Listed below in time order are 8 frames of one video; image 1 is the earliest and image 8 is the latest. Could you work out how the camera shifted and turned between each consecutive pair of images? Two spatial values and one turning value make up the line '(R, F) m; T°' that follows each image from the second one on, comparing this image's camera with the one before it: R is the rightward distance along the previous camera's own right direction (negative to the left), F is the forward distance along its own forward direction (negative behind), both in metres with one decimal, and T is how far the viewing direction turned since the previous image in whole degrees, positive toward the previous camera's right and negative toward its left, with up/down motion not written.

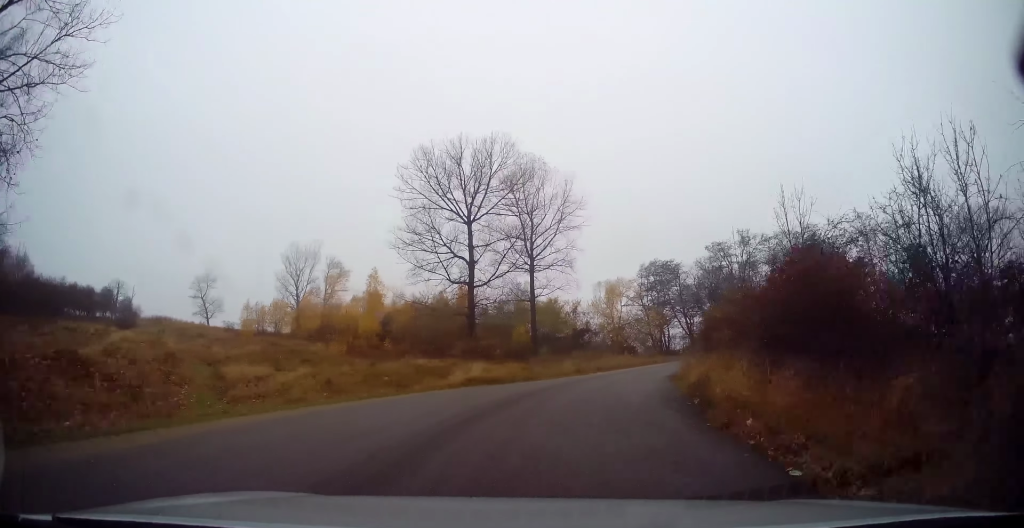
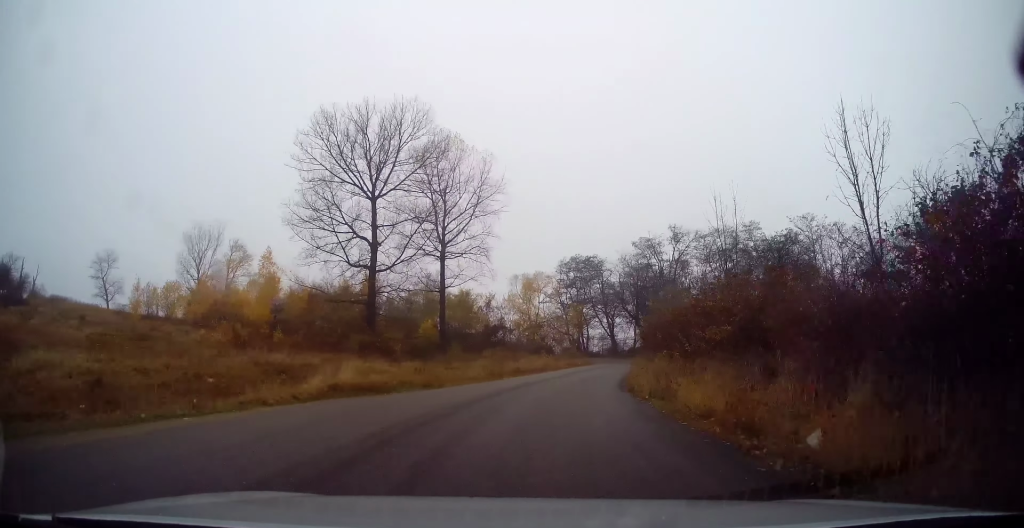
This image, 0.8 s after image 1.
(+0.6, +6.9) m; +9°
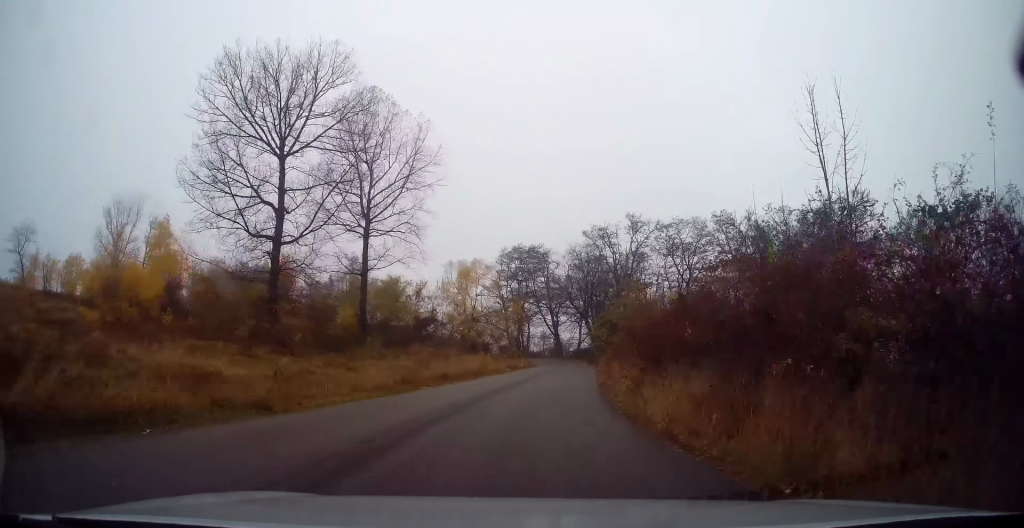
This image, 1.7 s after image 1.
(+0.6, +9.1) m; +10°
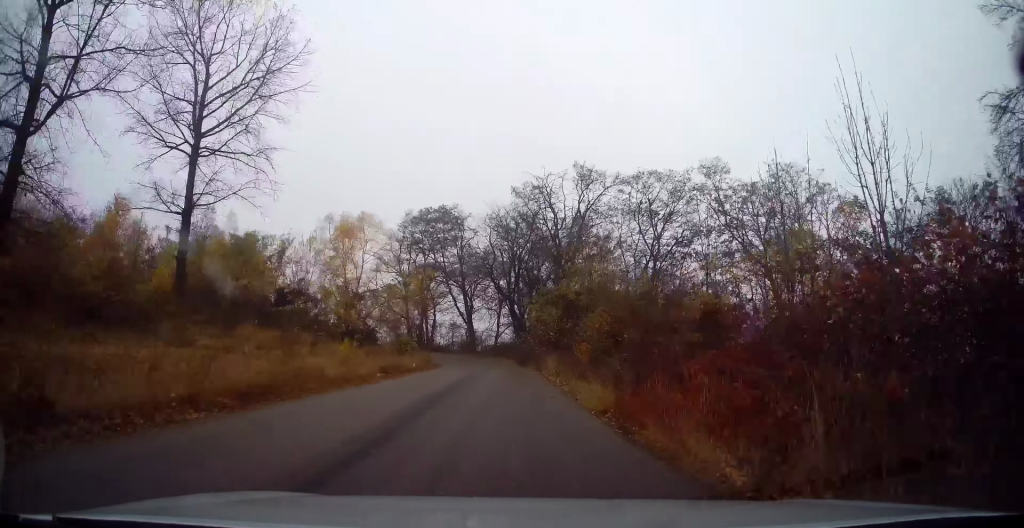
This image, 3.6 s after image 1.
(+2.1, +19.4) m; +9°
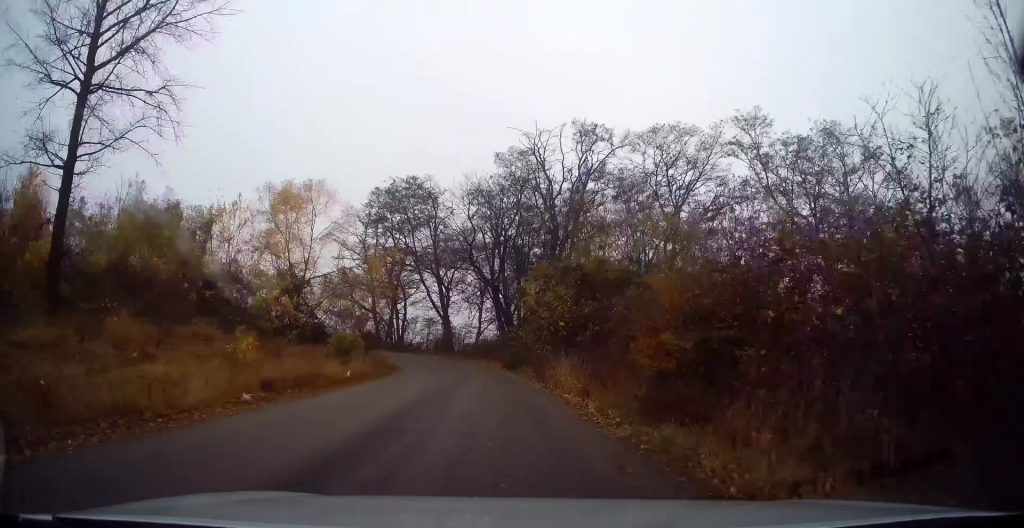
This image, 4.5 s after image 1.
(+0.4, +10.1) m; 0°
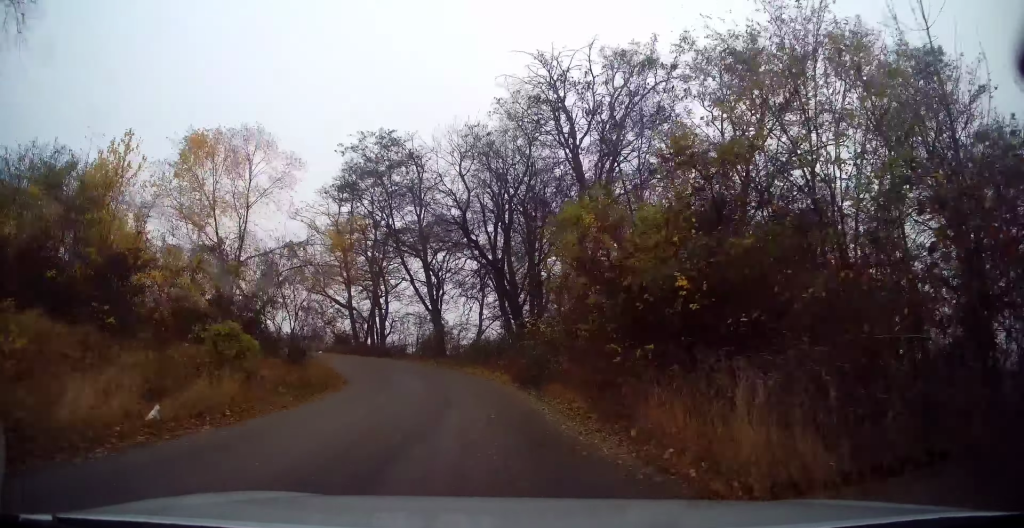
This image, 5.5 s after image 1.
(-0.2, +11.2) m; -2°
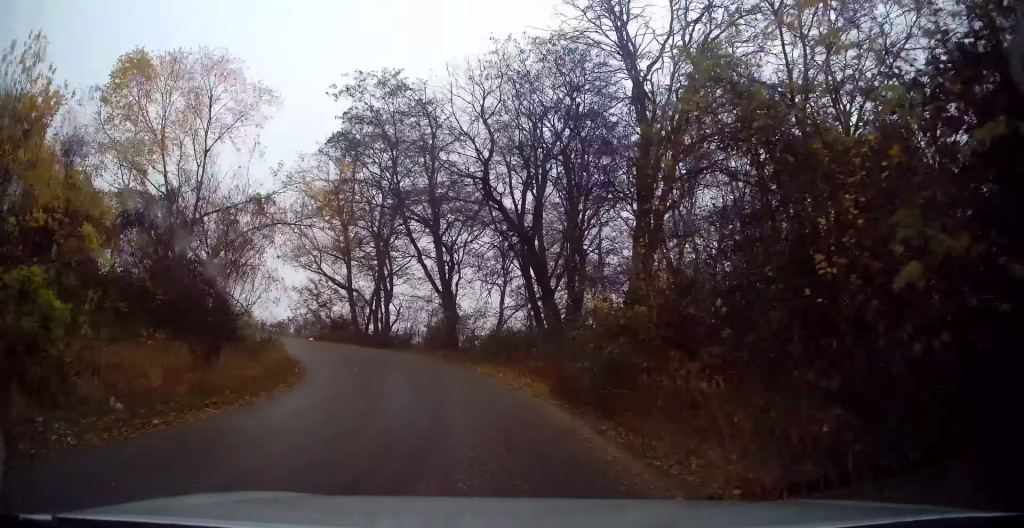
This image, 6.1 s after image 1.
(-0.1, +7.0) m; -2°
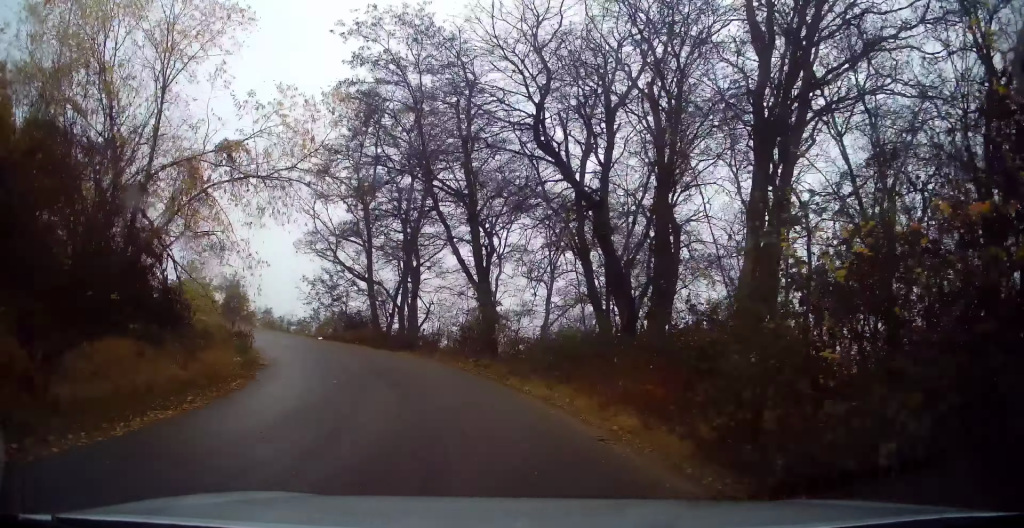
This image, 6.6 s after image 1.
(+0.2, +6.6) m; -3°
